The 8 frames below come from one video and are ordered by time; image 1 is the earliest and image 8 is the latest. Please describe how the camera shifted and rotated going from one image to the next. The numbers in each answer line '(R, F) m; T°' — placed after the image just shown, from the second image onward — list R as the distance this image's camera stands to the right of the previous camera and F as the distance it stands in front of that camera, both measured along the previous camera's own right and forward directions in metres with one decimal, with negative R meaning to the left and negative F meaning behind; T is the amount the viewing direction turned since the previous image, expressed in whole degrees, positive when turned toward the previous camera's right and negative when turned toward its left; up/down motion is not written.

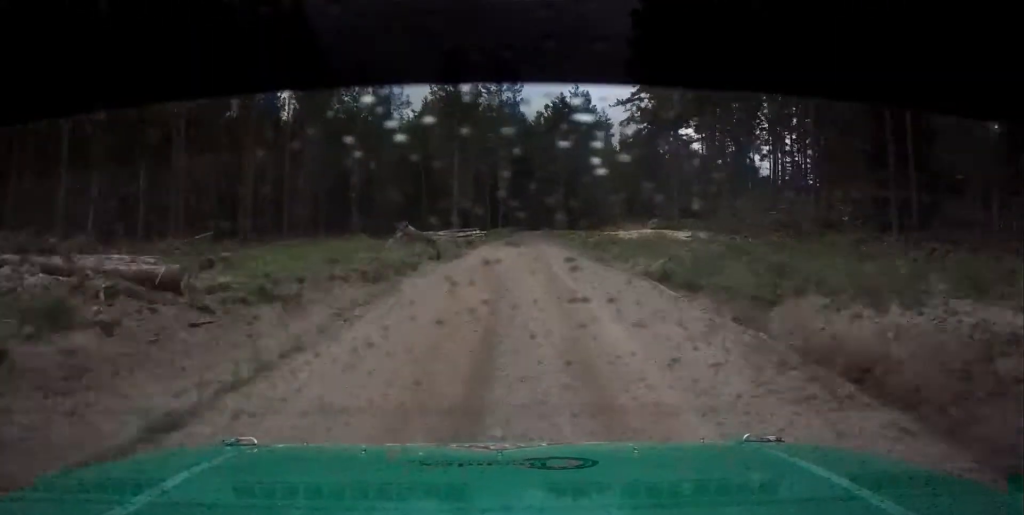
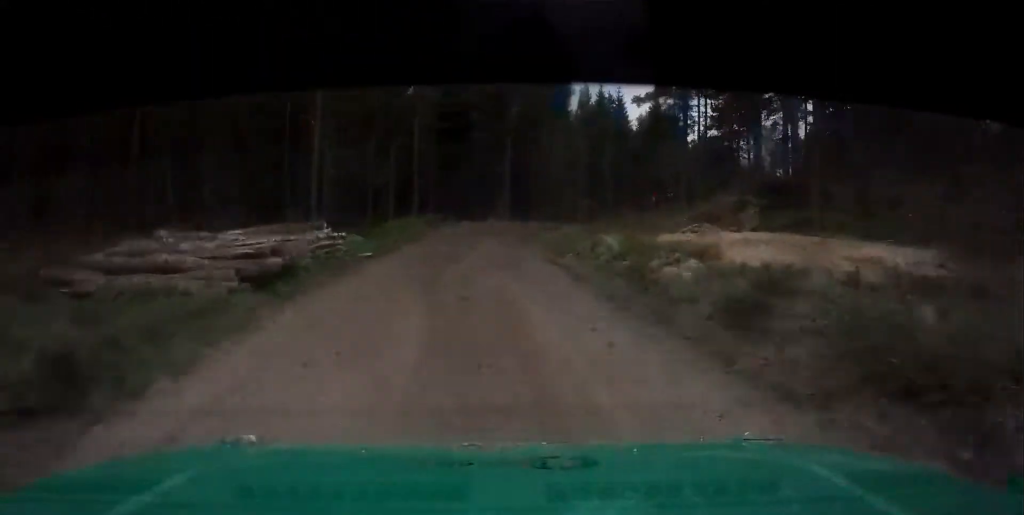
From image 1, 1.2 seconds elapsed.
(0.0, +34.1) m; +3°
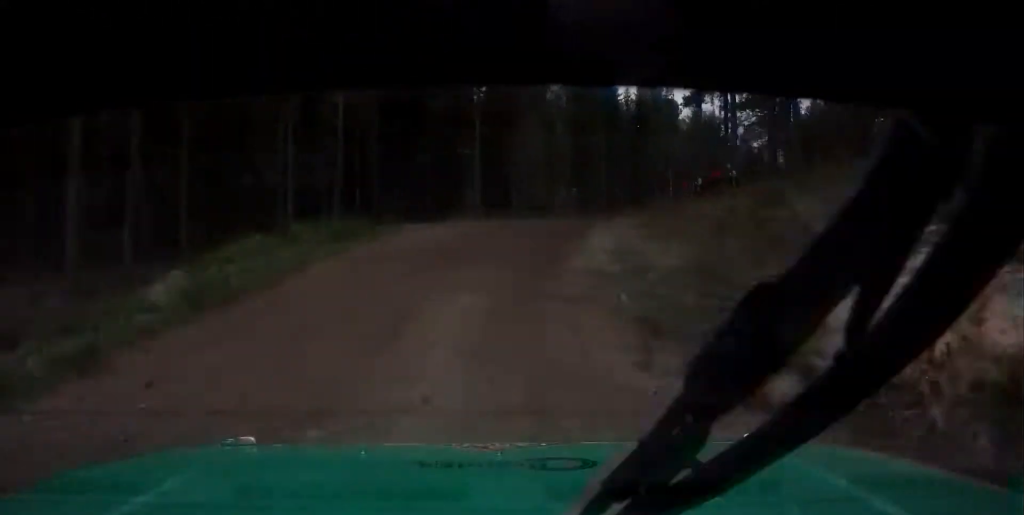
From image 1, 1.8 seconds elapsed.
(+0.8, +18.2) m; +6°
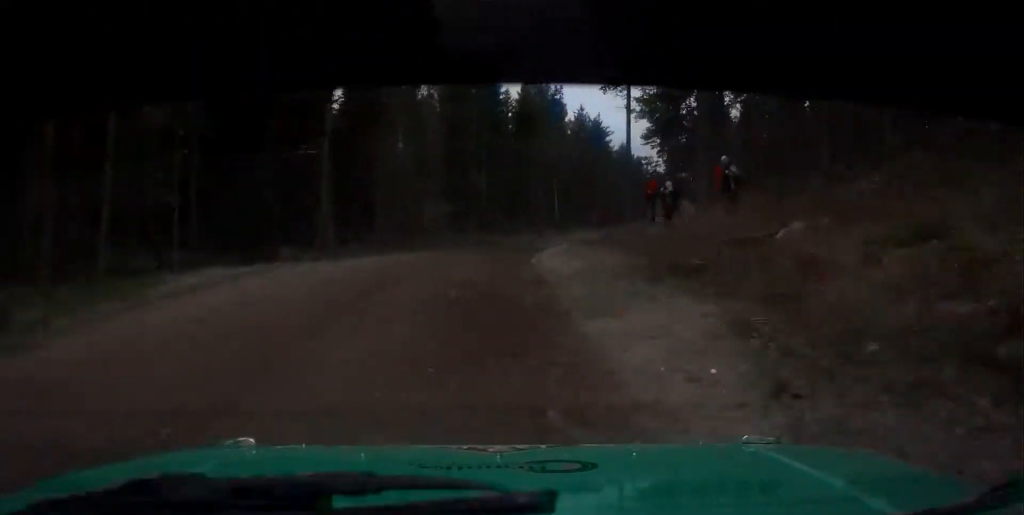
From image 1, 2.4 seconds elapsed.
(+0.5, +14.4) m; +5°
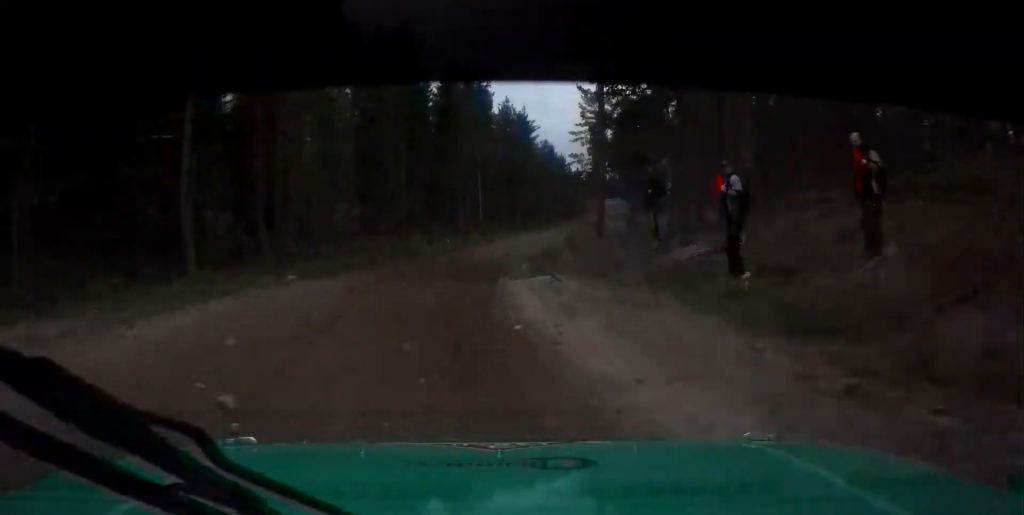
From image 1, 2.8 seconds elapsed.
(+0.7, +10.8) m; +3°
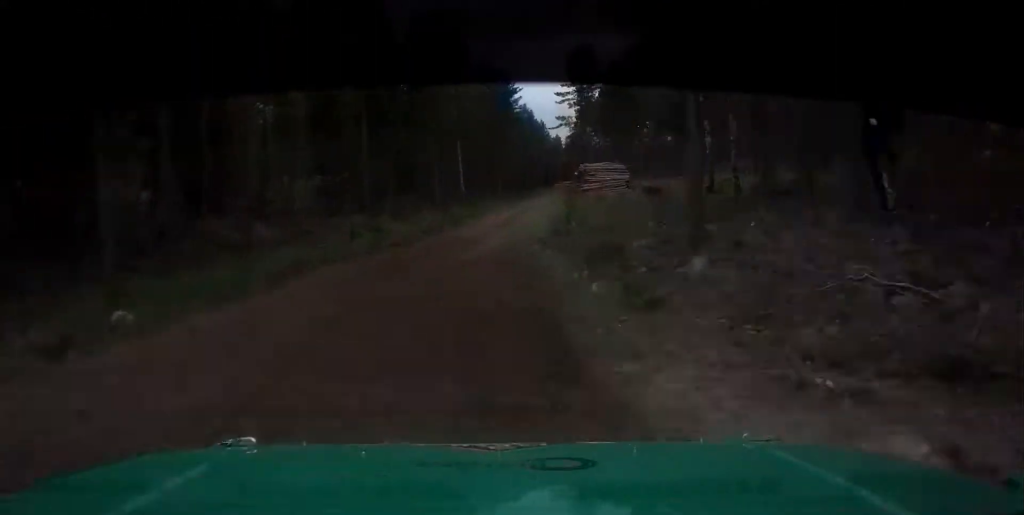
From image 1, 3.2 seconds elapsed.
(+0.3, +12.6) m; +4°
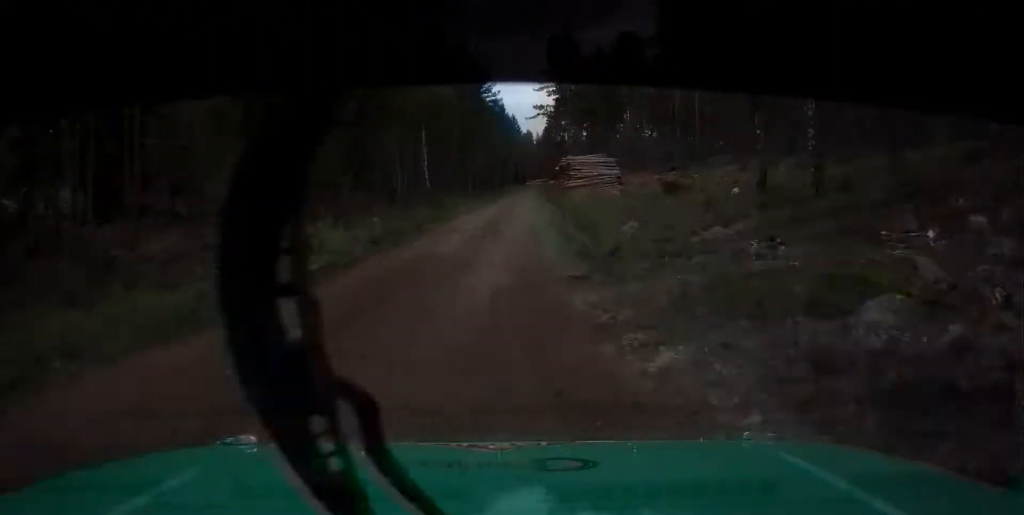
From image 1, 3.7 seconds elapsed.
(+0.5, +12.5) m; +2°
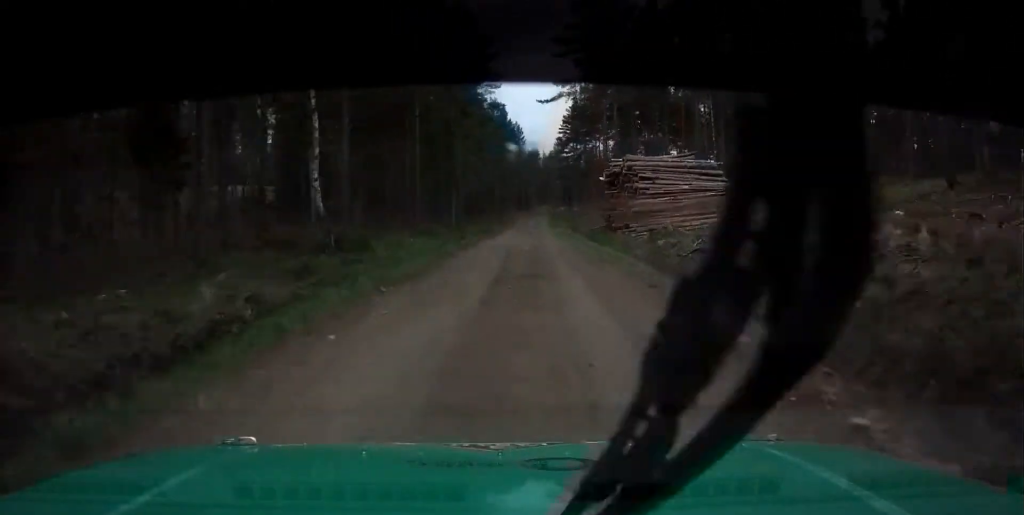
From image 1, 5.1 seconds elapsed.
(+1.7, +37.5) m; +4°
